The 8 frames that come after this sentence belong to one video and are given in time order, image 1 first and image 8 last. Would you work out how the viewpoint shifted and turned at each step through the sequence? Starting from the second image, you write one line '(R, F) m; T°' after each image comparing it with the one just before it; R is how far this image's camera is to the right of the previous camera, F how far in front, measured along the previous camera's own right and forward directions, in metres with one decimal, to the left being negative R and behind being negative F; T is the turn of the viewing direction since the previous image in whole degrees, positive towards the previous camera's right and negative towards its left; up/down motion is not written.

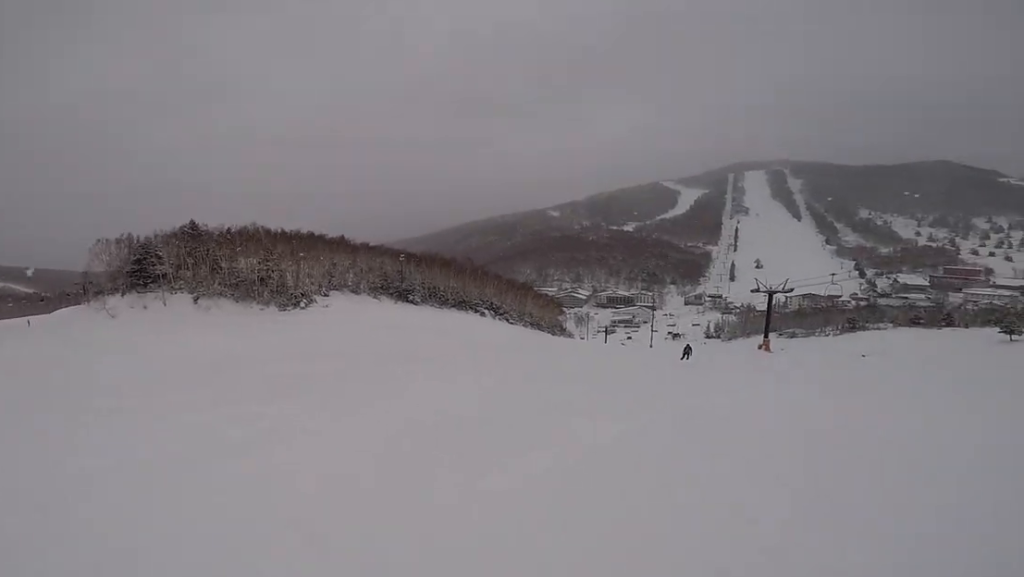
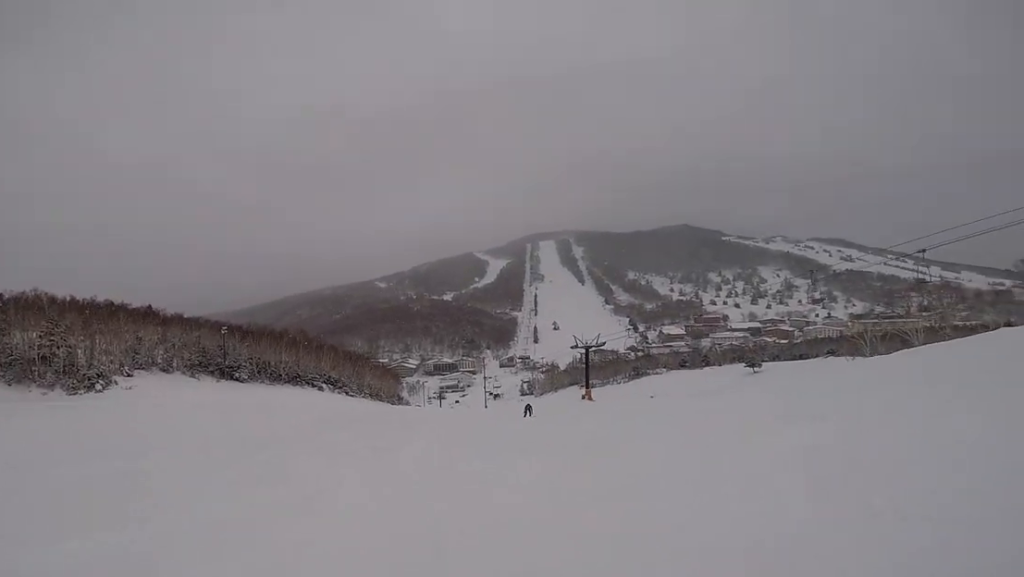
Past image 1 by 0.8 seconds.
(+0.9, +4.3) m; +26°
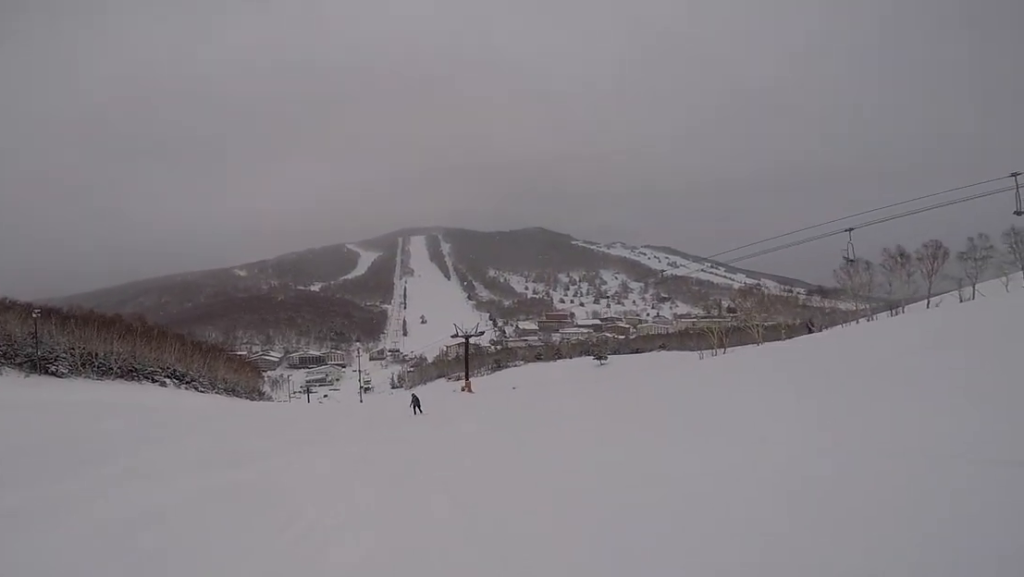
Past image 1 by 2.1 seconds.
(+1.7, +6.7) m; +10°
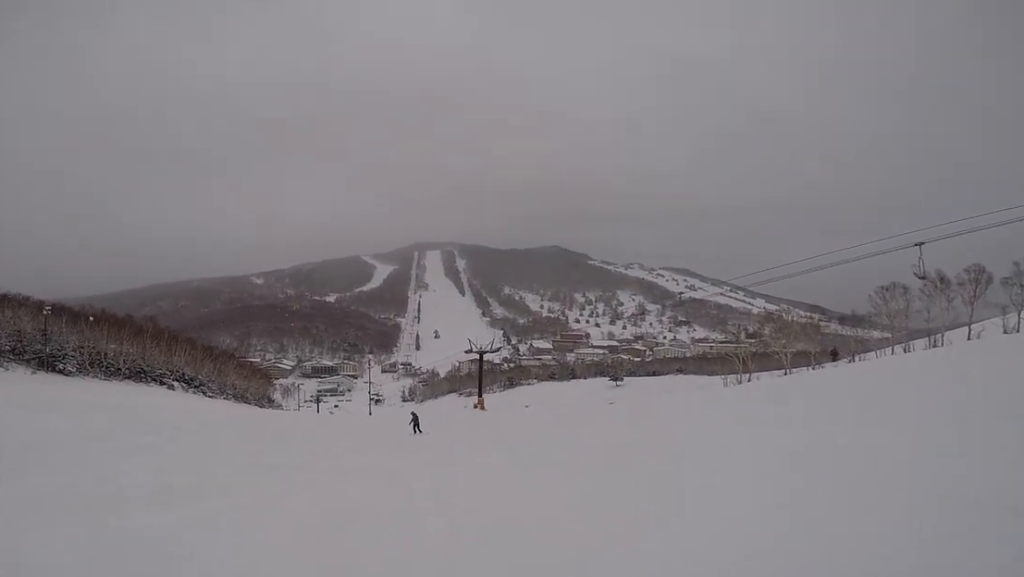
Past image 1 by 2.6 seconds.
(+0.2, +2.4) m; -6°
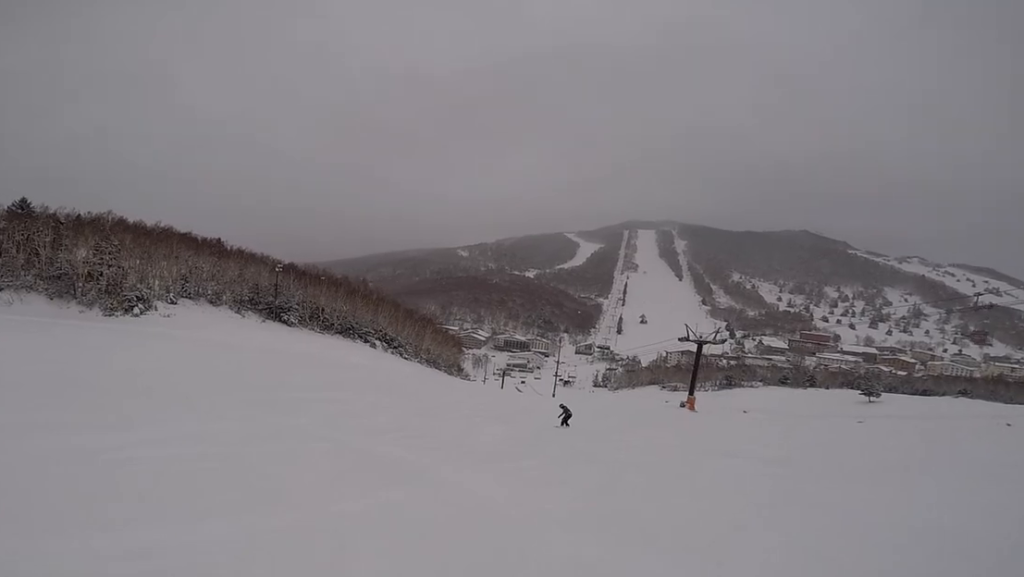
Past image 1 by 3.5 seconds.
(-0.8, +4.4) m; -29°
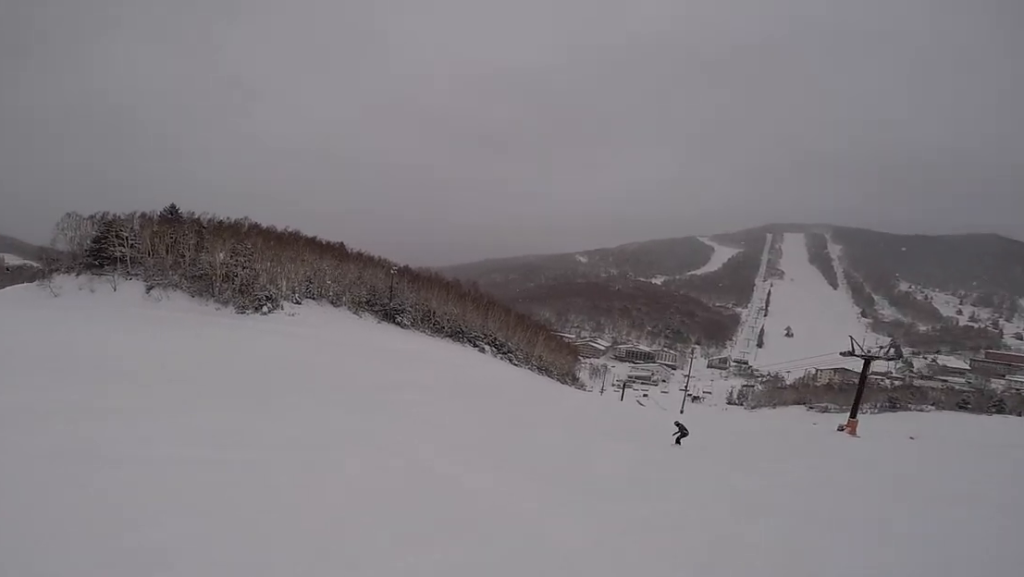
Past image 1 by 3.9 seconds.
(0.0, +2.0) m; -15°
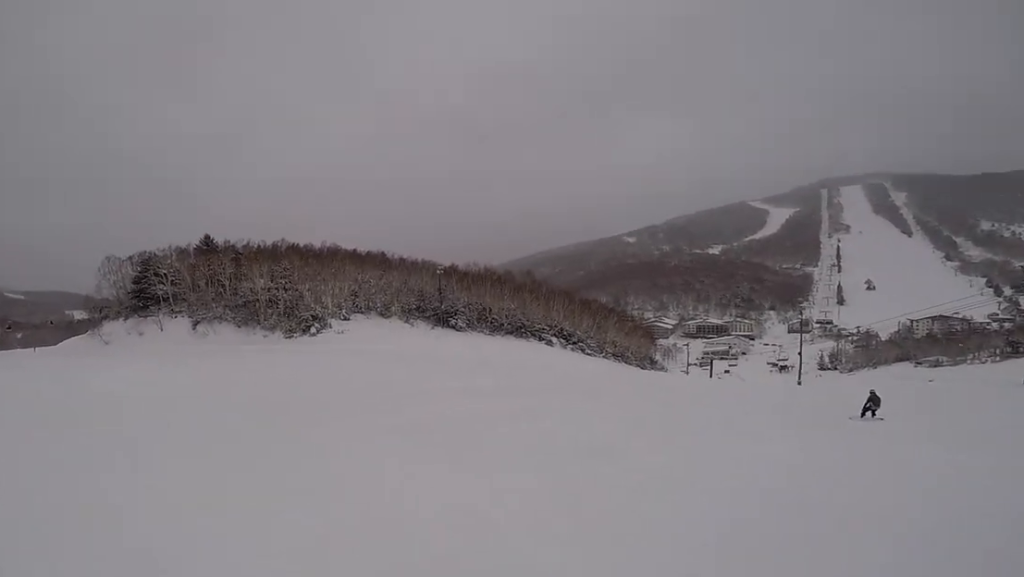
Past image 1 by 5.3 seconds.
(-2.1, +6.7) m; -4°
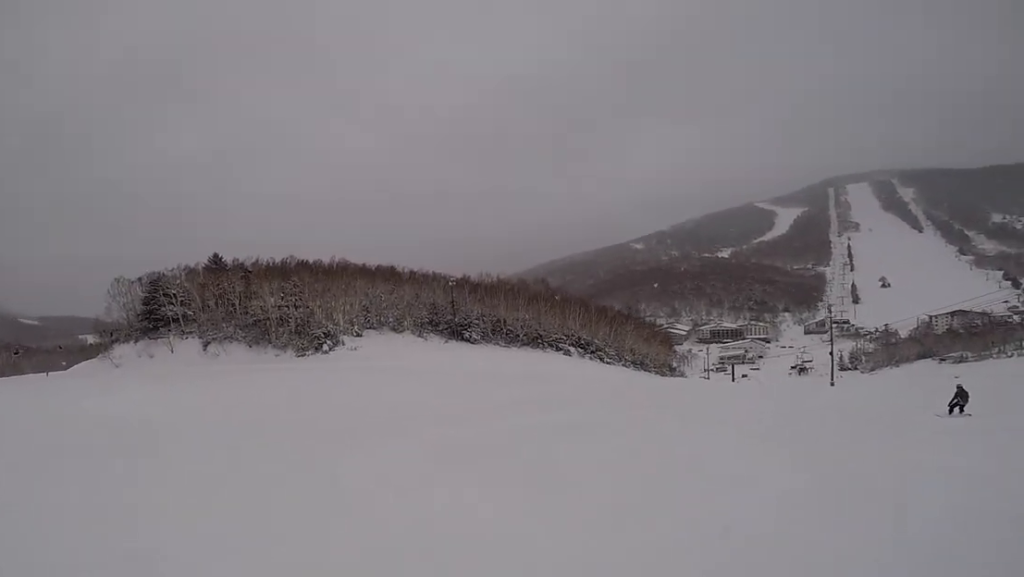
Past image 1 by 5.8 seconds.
(-0.2, +2.1) m; +9°
